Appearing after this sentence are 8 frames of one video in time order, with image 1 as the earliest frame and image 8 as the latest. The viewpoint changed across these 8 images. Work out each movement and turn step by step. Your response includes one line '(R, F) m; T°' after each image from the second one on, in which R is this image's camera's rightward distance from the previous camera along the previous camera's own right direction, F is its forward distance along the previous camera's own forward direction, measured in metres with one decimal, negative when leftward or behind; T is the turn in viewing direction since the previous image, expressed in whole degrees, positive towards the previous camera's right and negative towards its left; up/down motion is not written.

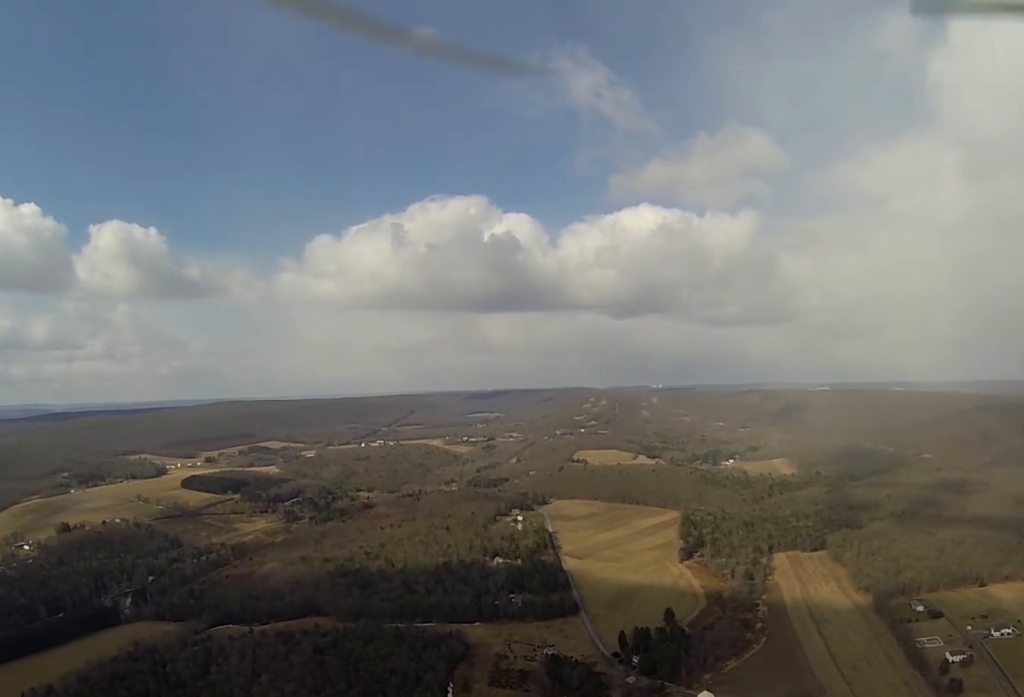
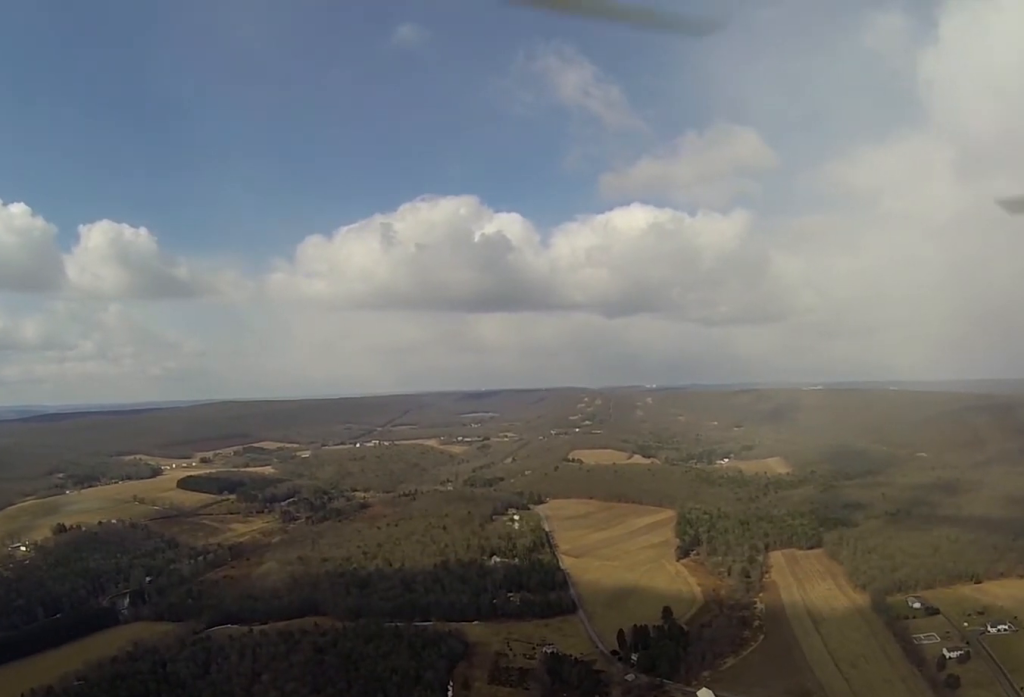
(+0.1, +4.5) m; +2°
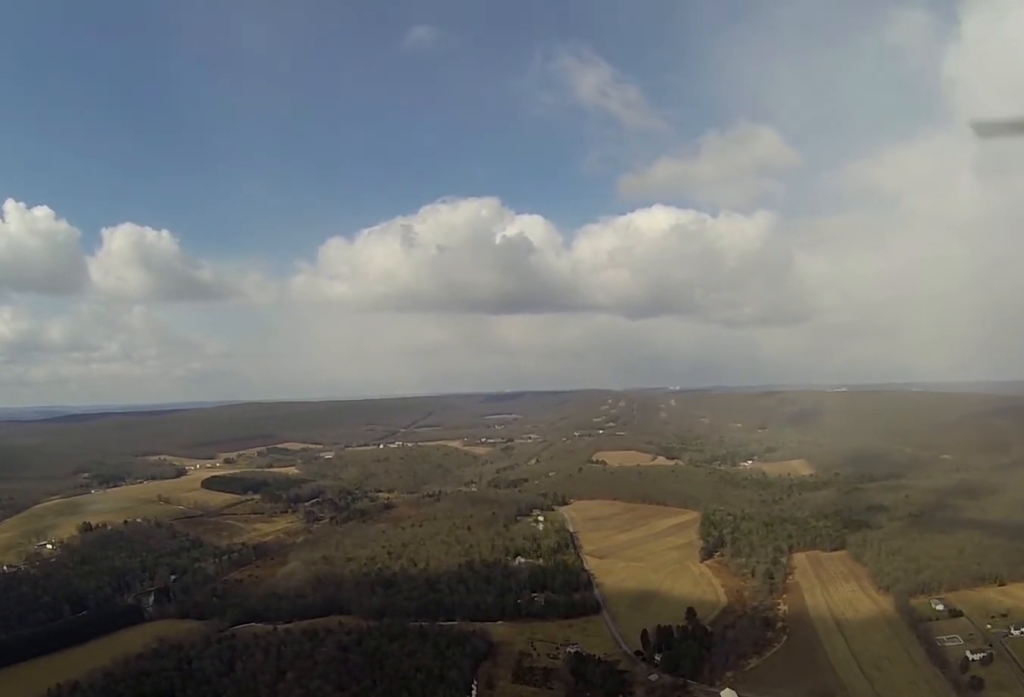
(0.0, +3.6) m; 0°
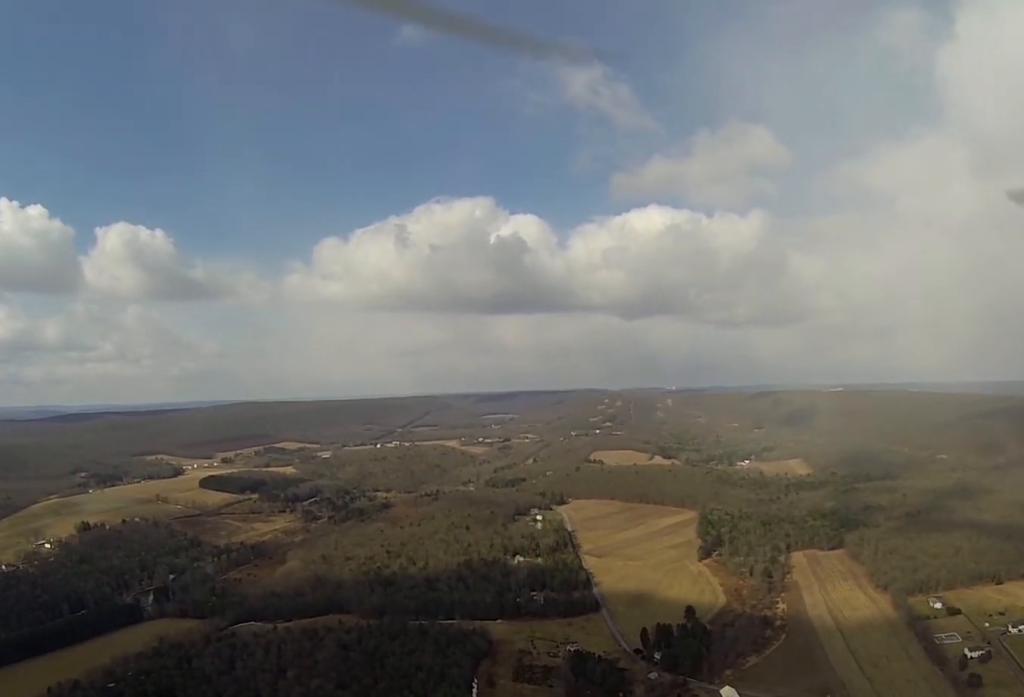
(0.0, +3.3) m; 0°
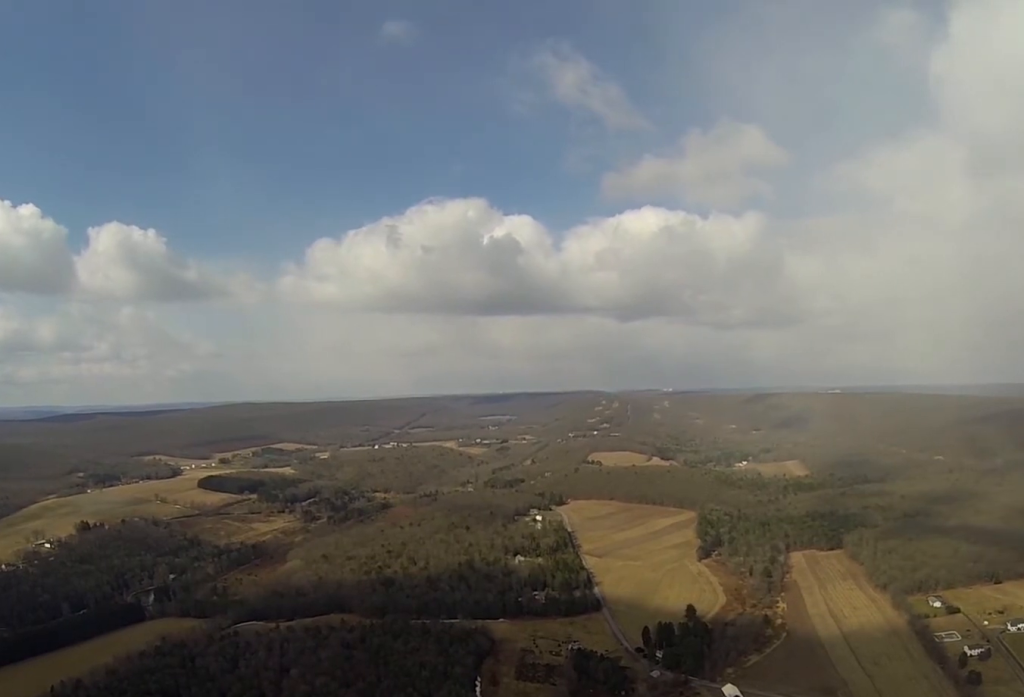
(-0.1, +6.2) m; -2°
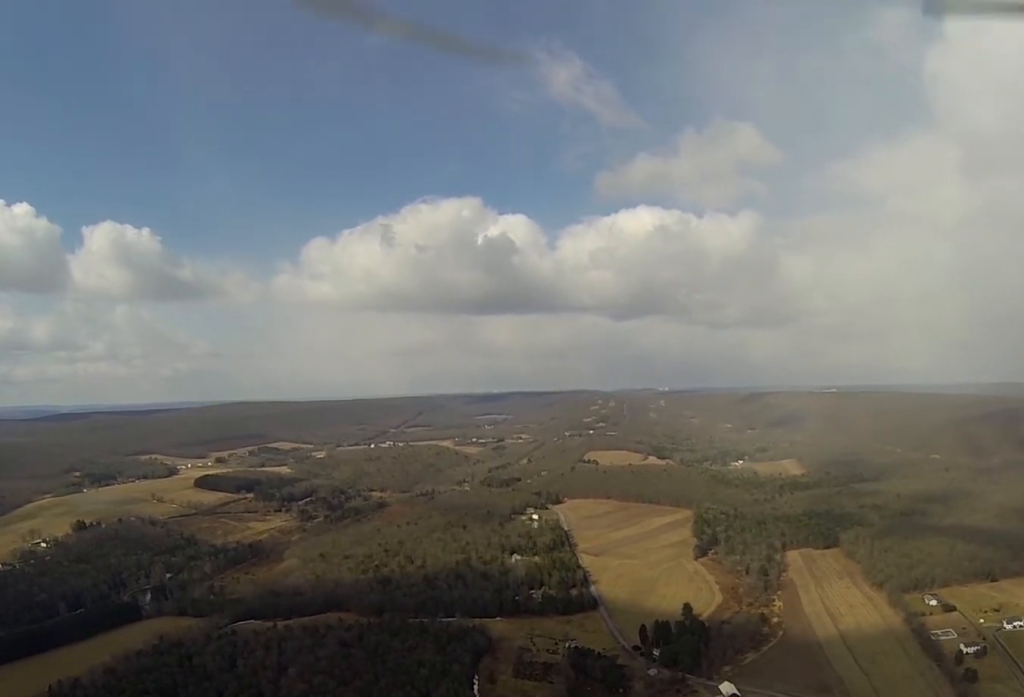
(0.0, +2.1) m; 0°
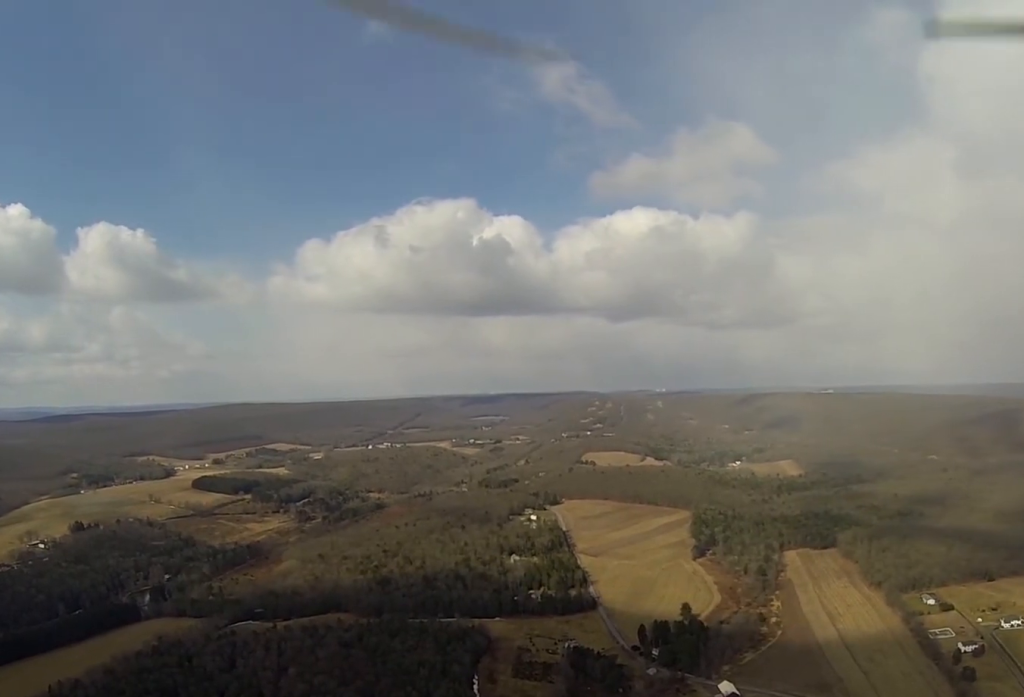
(0.0, +2.8) m; +1°
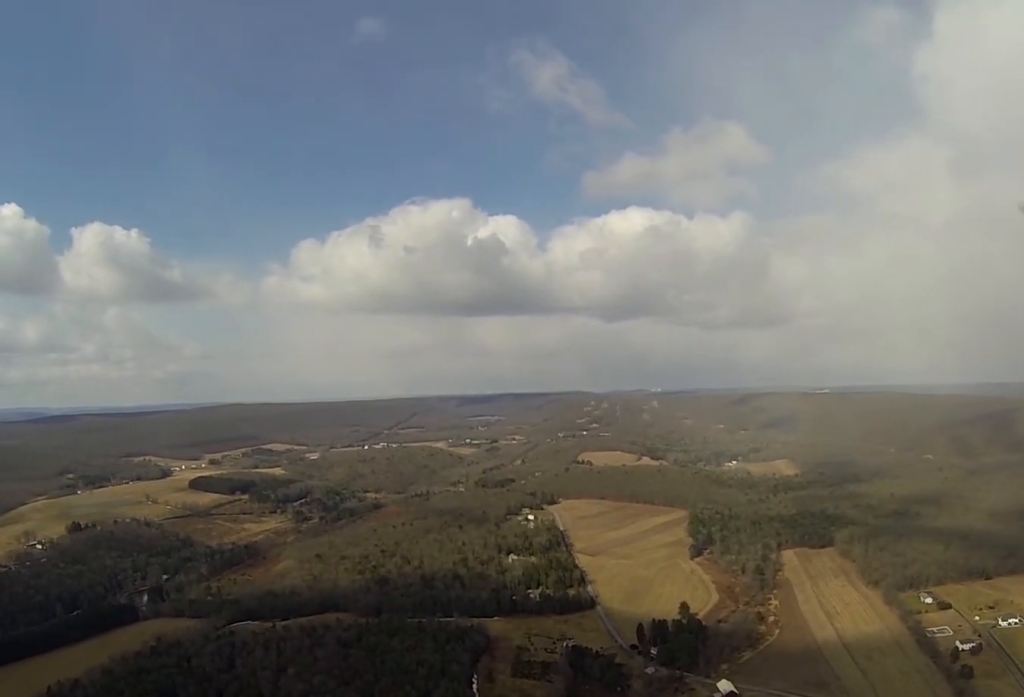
(0.0, +2.0) m; +1°
